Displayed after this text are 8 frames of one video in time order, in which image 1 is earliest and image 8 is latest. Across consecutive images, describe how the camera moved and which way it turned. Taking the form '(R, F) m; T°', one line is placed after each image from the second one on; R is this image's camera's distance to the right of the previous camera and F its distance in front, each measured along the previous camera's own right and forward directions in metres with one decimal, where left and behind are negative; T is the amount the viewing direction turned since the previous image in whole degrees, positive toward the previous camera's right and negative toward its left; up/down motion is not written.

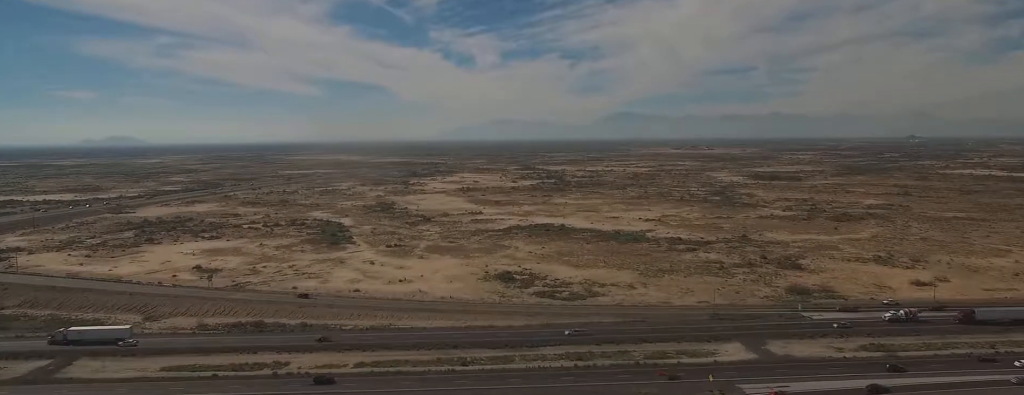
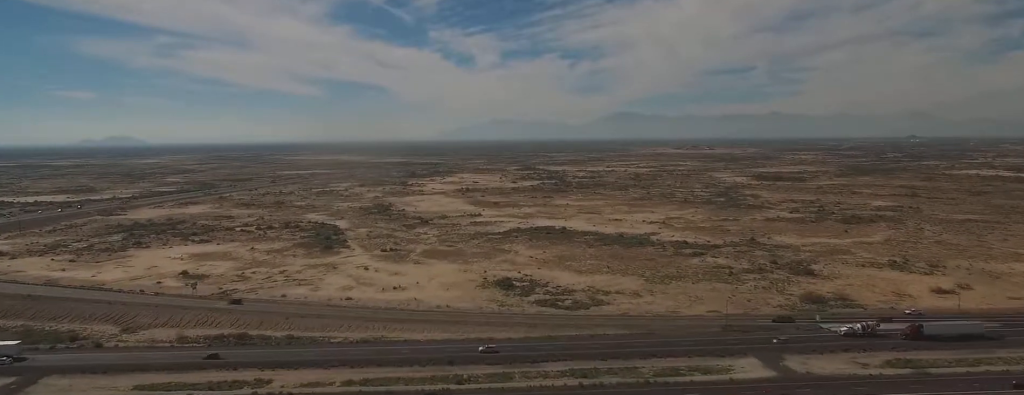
(+0.1, +10.8) m; 0°
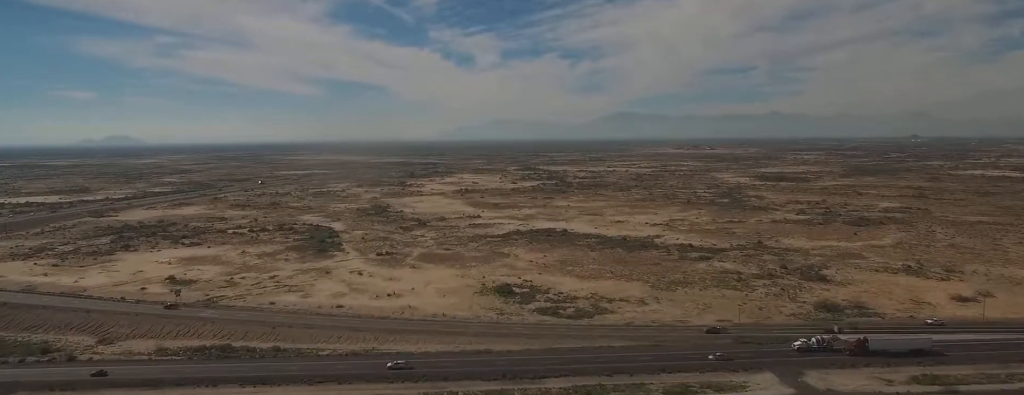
(0.0, +9.6) m; 0°
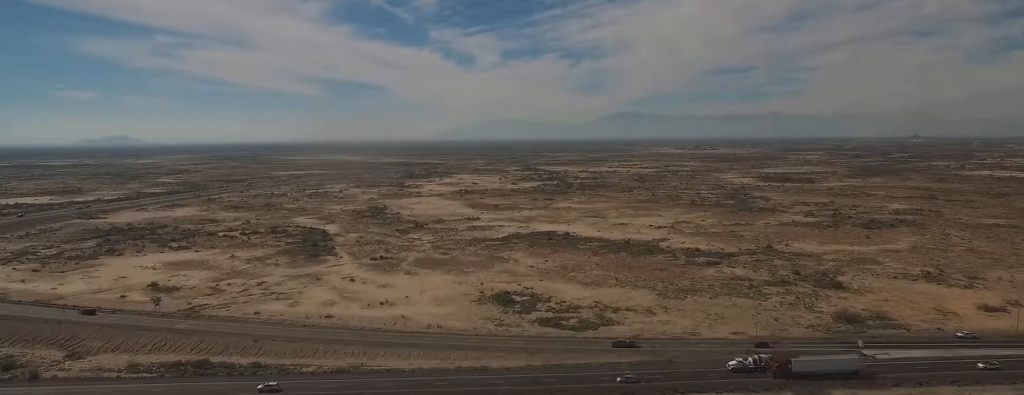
(0.0, +11.4) m; 0°
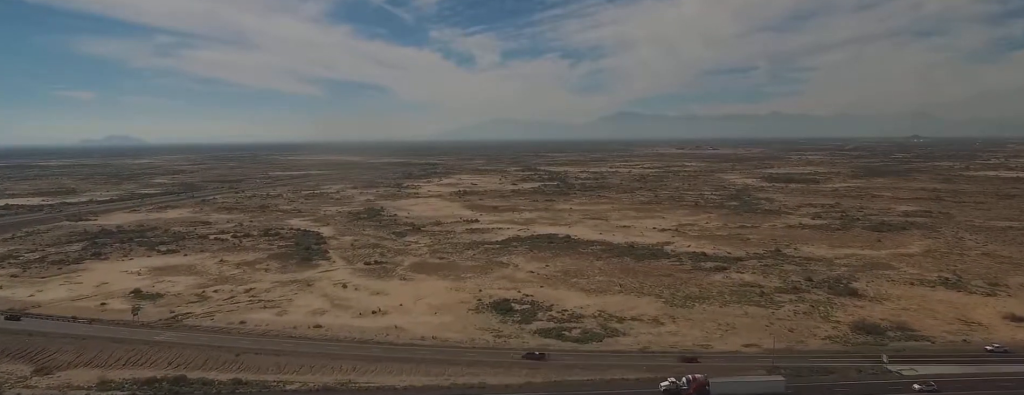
(0.0, +10.2) m; 0°
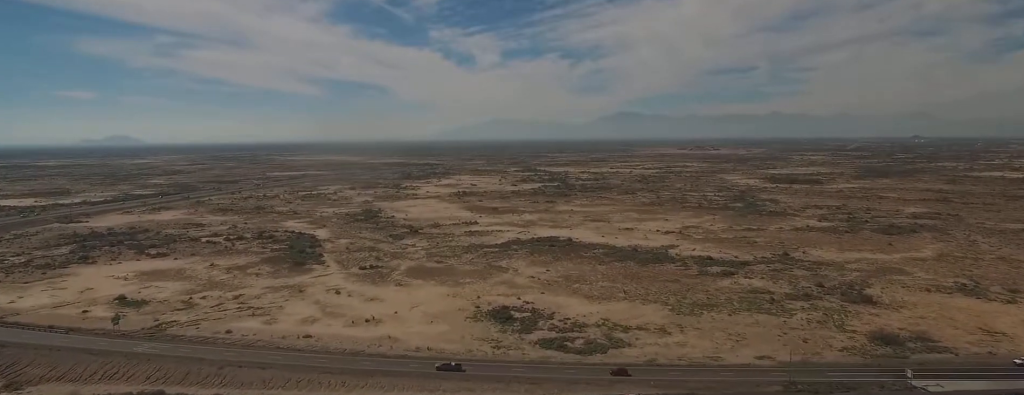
(0.0, +8.7) m; 0°
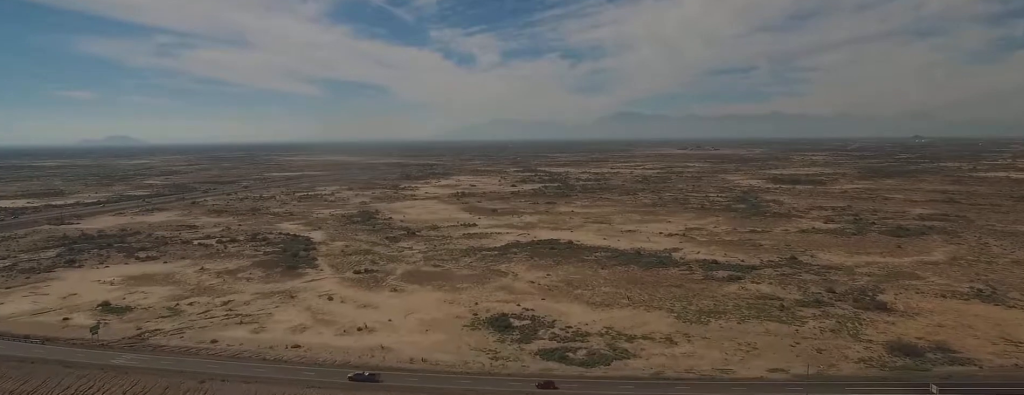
(0.0, +8.2) m; 0°
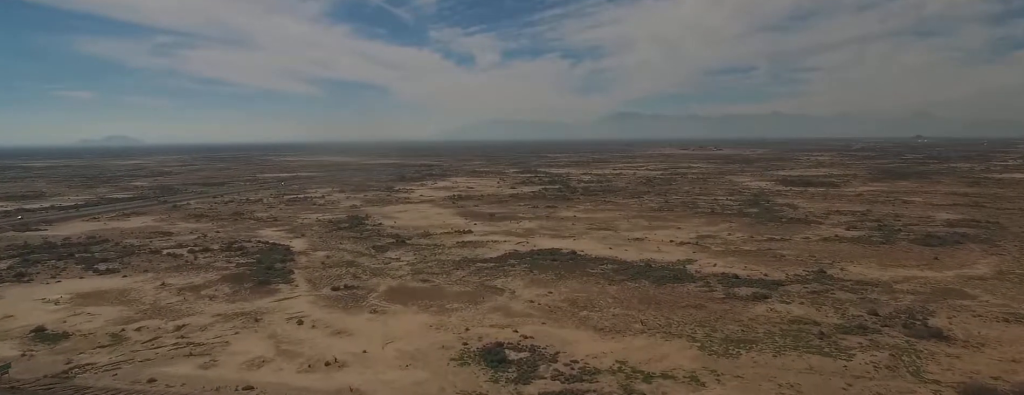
(-0.3, +28.9) m; -1°
